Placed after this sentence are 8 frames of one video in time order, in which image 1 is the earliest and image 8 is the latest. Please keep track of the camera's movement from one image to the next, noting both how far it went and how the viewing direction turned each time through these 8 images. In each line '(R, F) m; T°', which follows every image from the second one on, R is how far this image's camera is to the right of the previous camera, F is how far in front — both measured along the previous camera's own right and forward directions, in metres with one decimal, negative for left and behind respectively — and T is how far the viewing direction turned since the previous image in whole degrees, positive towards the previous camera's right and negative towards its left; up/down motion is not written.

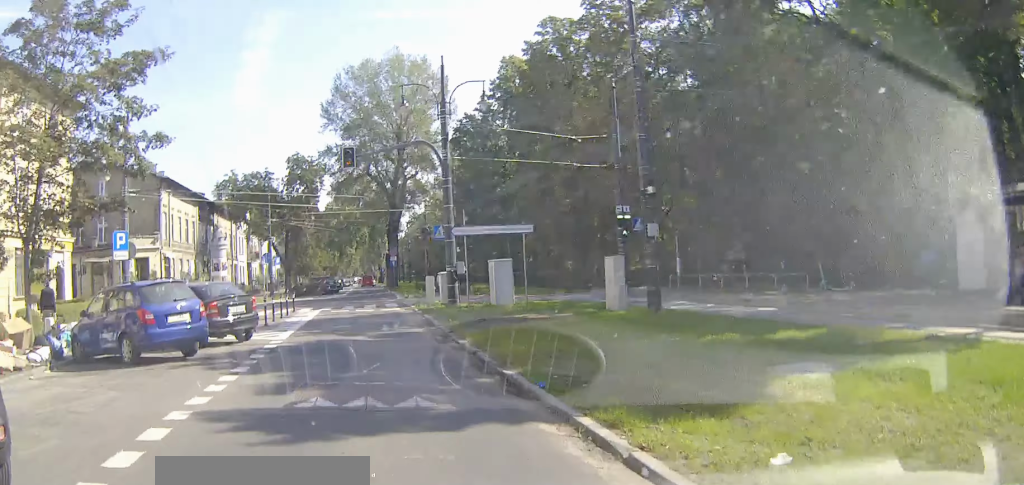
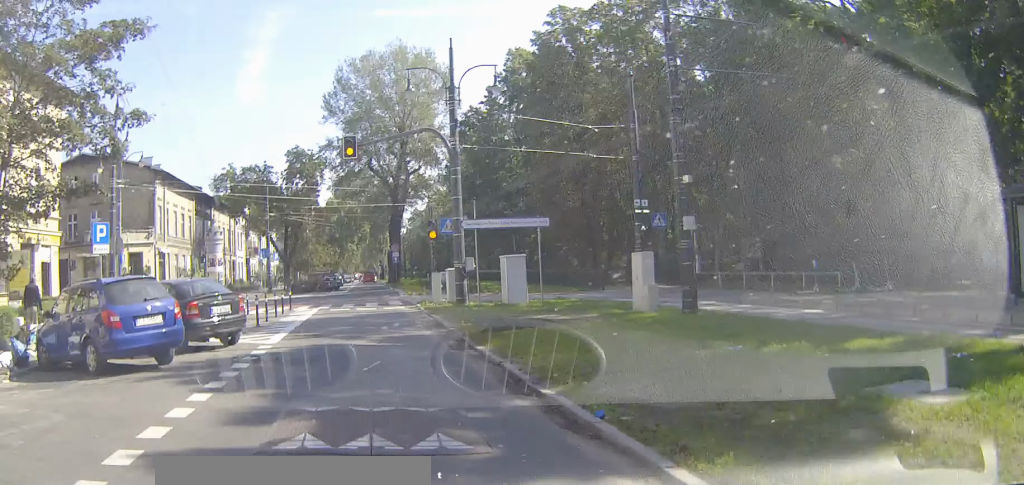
(0.0, +2.3) m; 0°
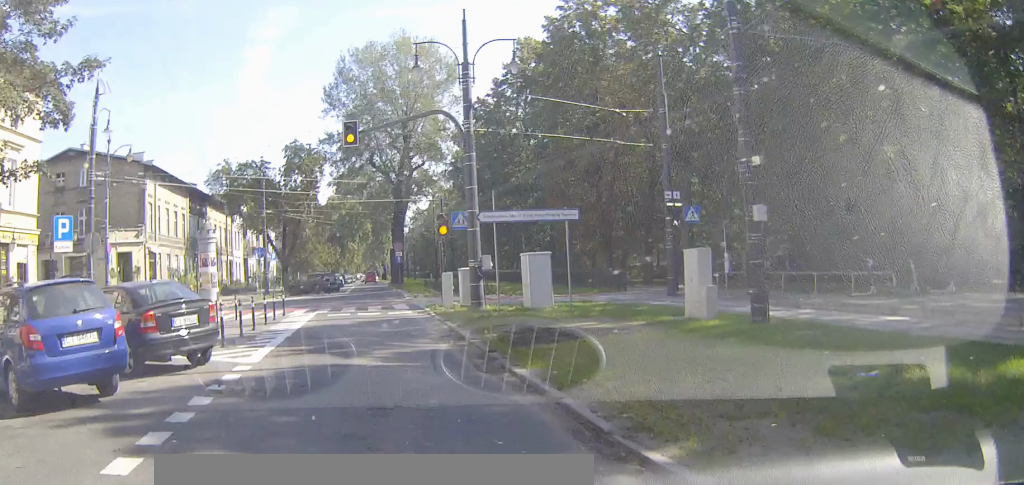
(0.0, +4.3) m; 0°
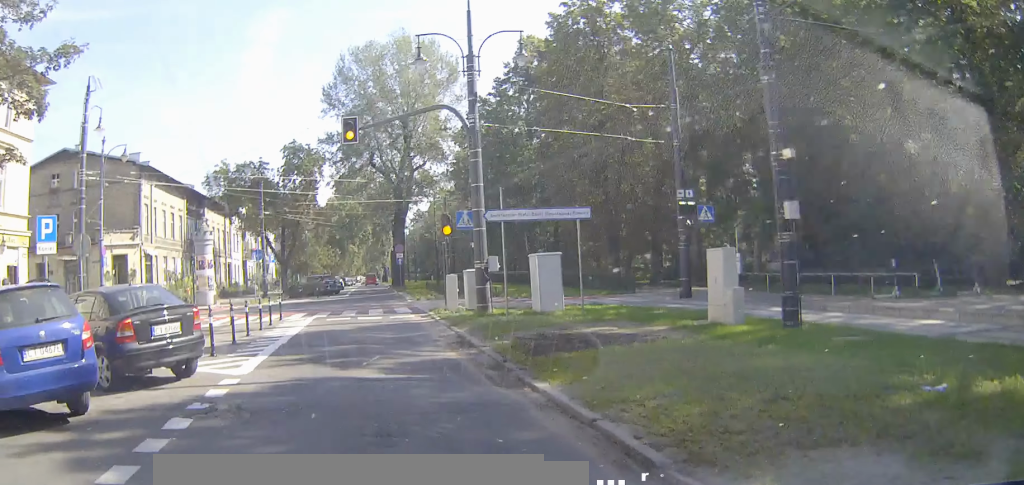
(0.0, +1.5) m; 0°
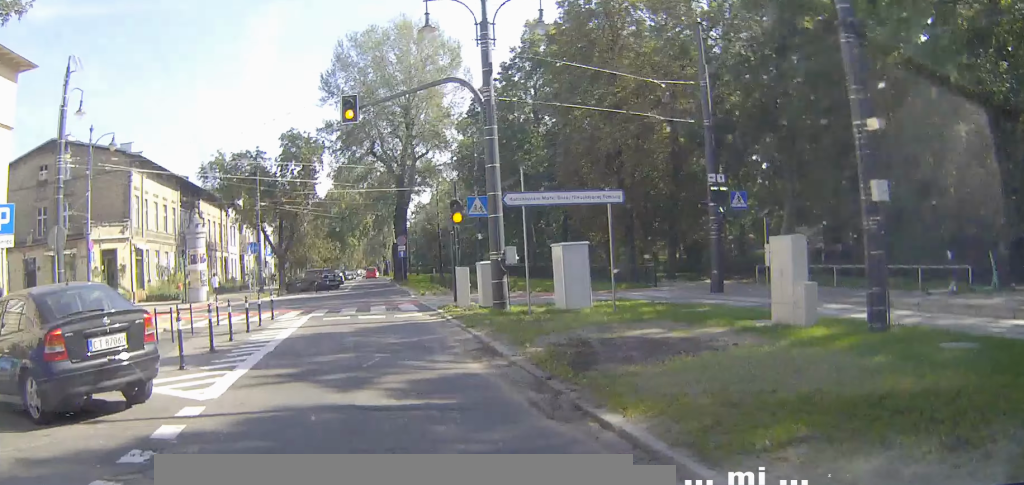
(0.0, +3.2) m; +1°
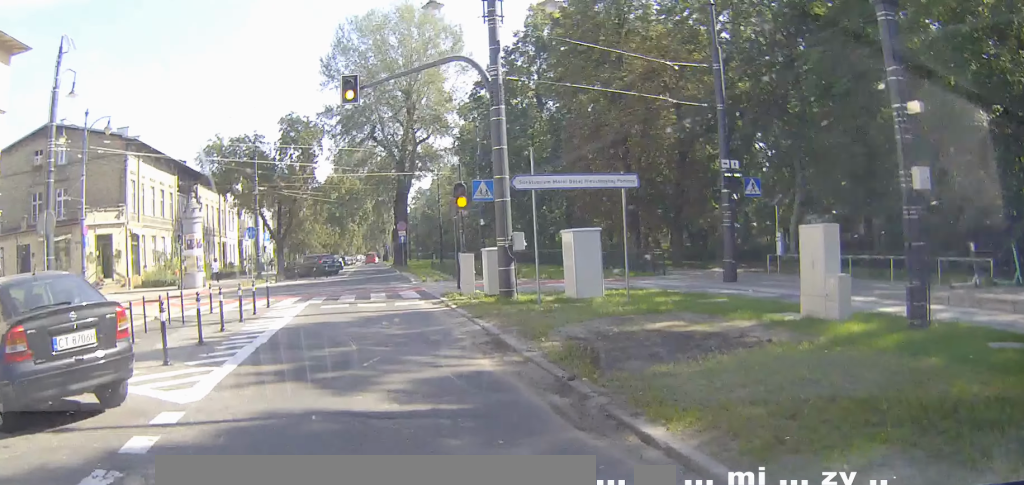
(0.0, +1.2) m; 0°
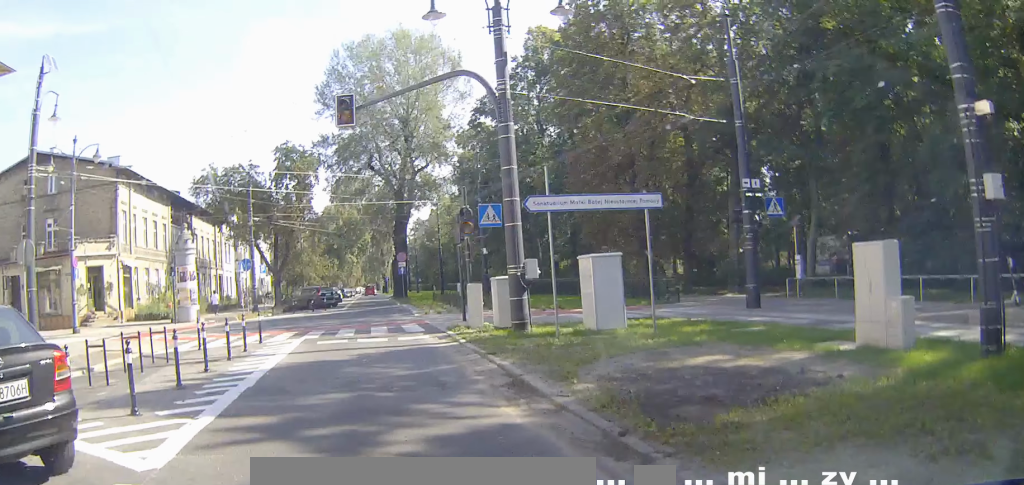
(0.0, +1.6) m; 0°
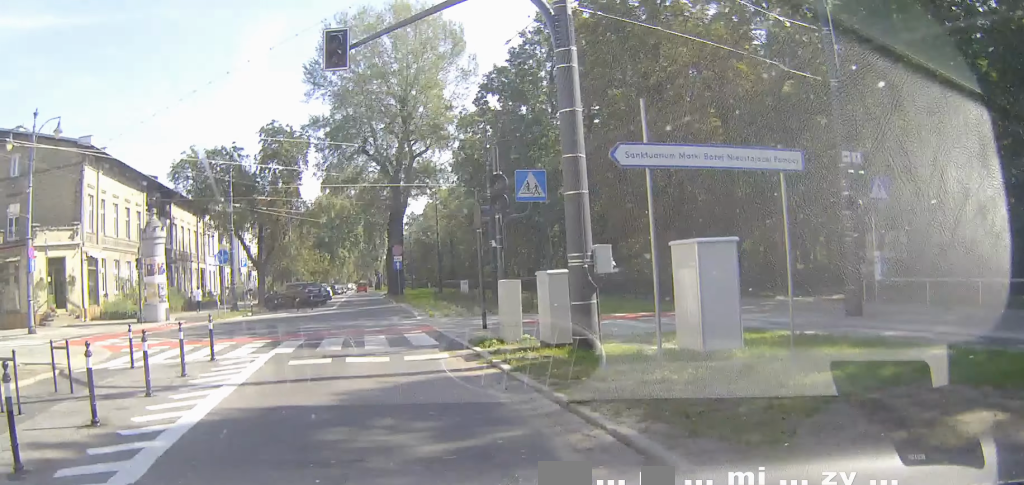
(0.0, +4.8) m; 0°
